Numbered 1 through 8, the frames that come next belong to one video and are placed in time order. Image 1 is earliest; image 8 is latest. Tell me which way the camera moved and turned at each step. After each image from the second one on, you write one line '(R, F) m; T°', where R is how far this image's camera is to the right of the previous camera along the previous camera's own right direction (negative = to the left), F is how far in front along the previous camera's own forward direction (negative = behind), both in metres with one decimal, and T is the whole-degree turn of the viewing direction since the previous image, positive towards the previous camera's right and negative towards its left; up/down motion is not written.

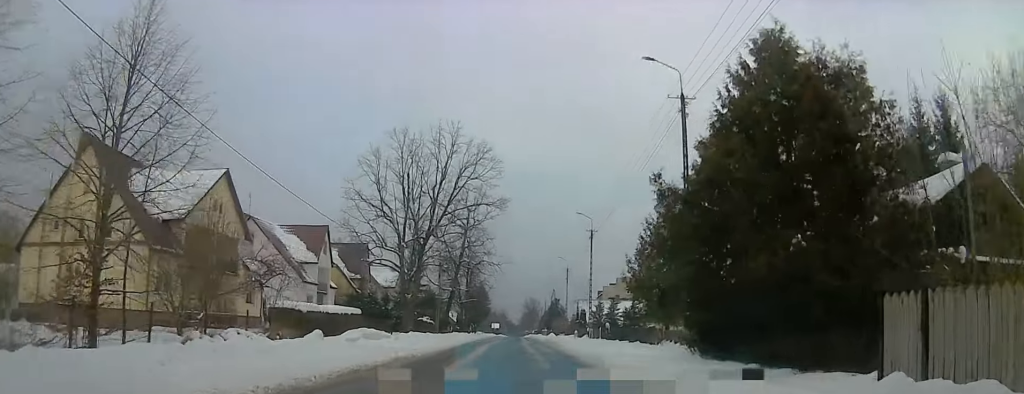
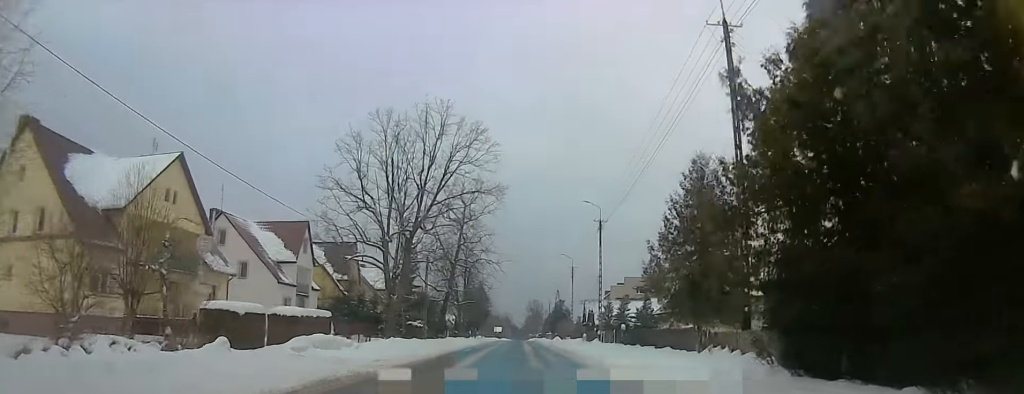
(0.0, +6.7) m; 0°
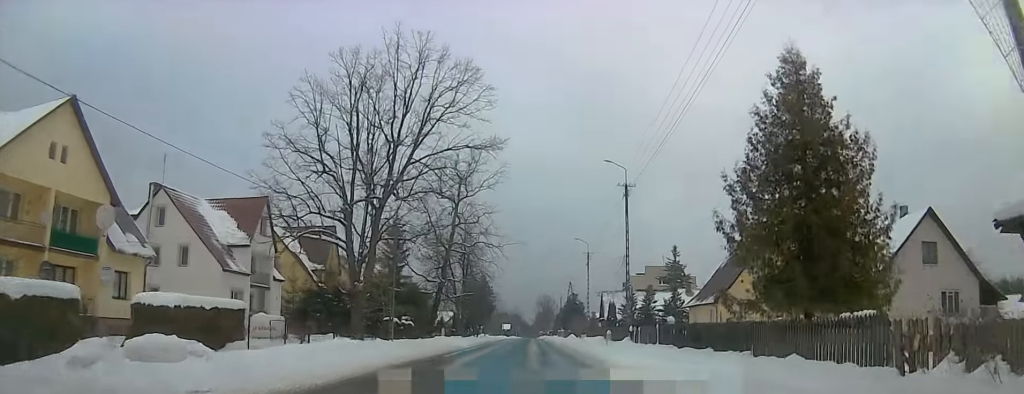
(0.0, +11.8) m; 0°
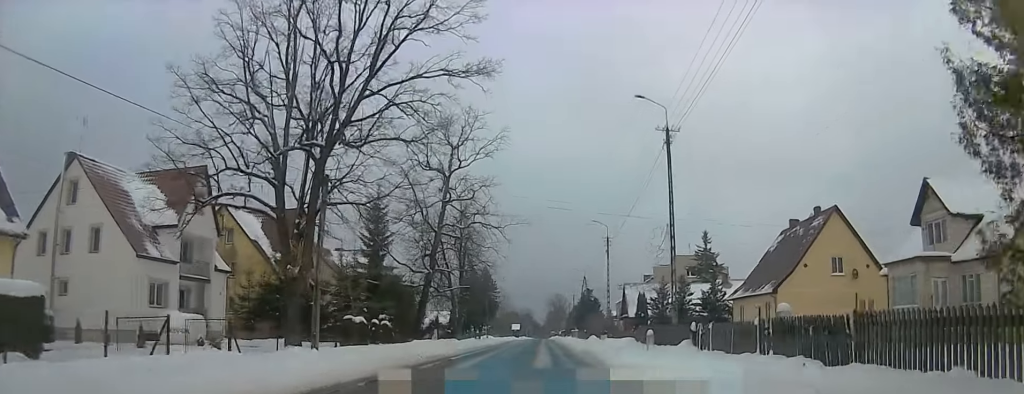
(0.0, +11.8) m; 0°
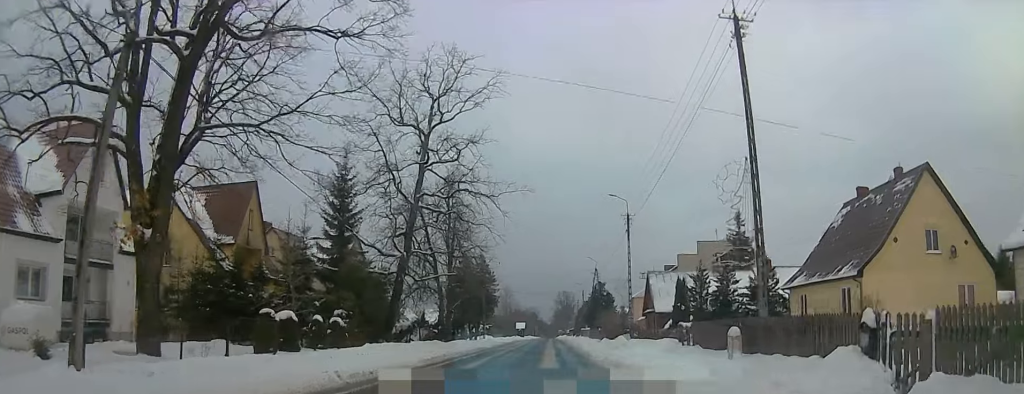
(0.0, +11.4) m; -3°
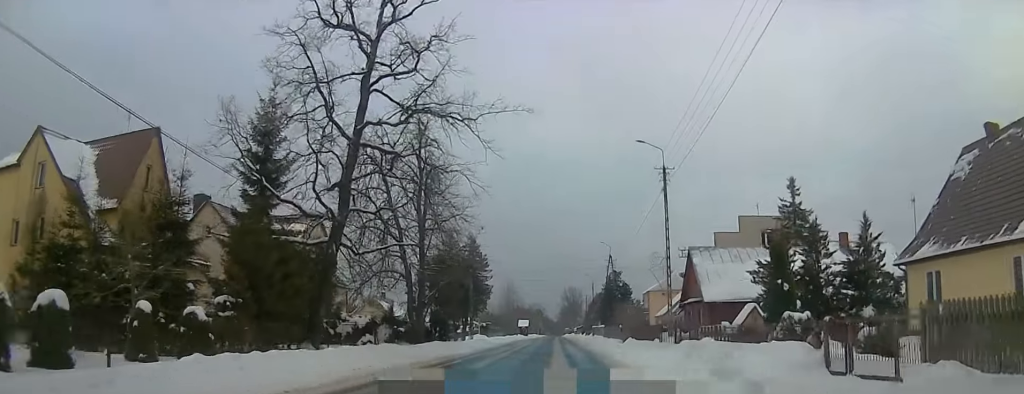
(-0.6, +13.8) m; 0°
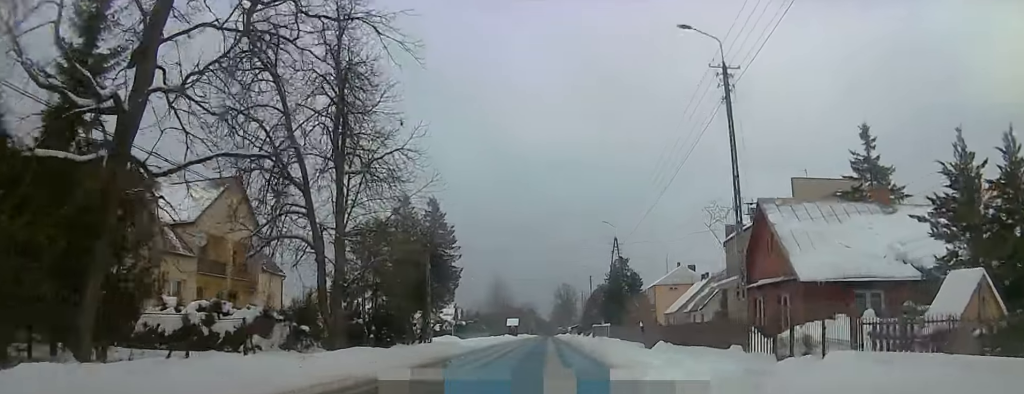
(+0.2, +14.7) m; 0°
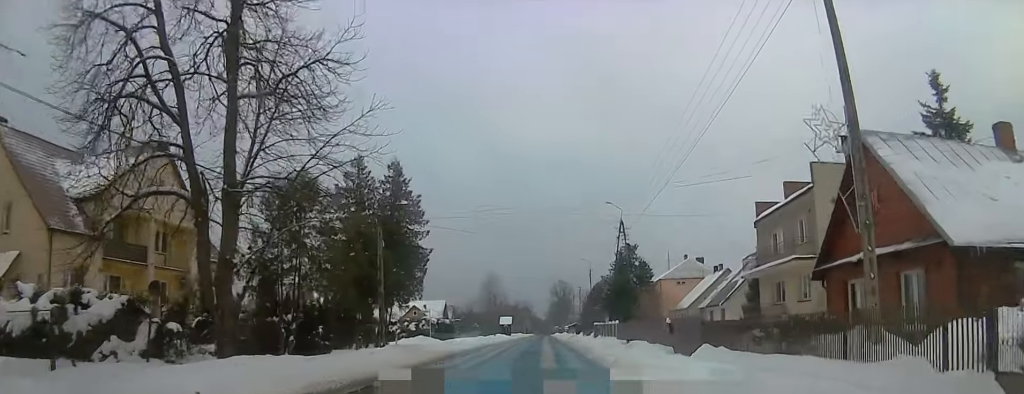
(-0.4, +8.7) m; 0°
